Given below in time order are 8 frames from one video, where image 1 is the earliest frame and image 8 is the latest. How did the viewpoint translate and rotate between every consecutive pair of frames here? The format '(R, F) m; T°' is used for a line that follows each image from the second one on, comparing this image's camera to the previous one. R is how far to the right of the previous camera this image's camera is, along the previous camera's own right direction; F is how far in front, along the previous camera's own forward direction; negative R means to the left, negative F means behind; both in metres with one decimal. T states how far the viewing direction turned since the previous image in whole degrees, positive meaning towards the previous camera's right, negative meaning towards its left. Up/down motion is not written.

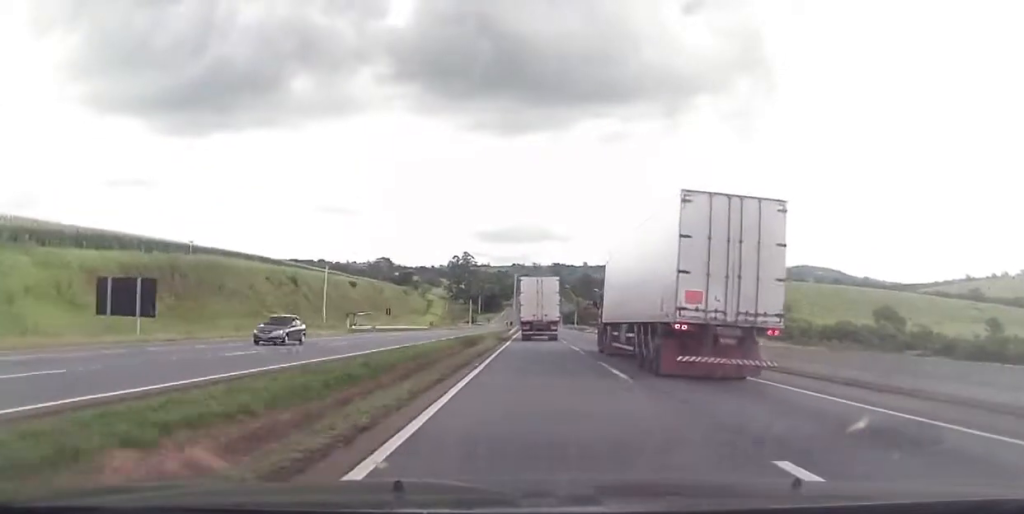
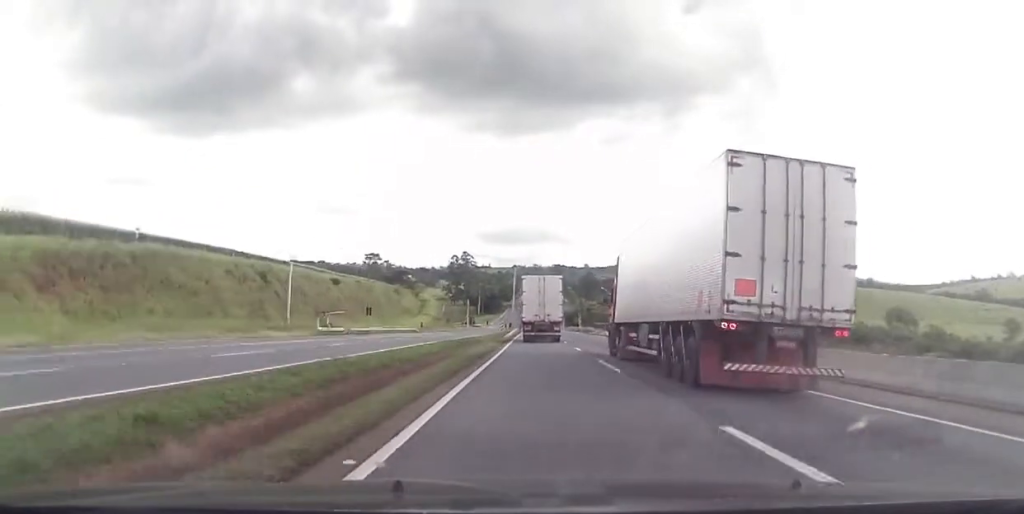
(+0.1, +13.4) m; 0°
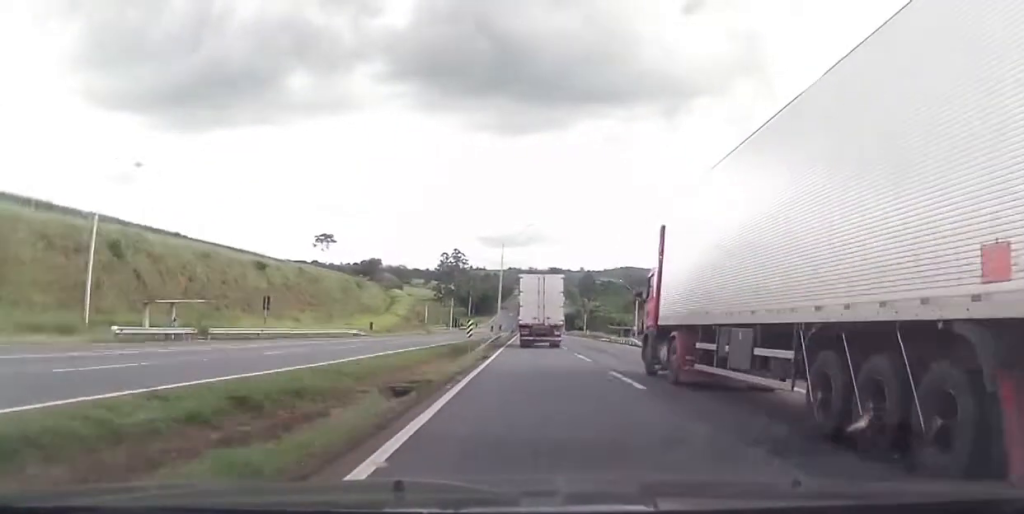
(-0.4, +34.8) m; 0°
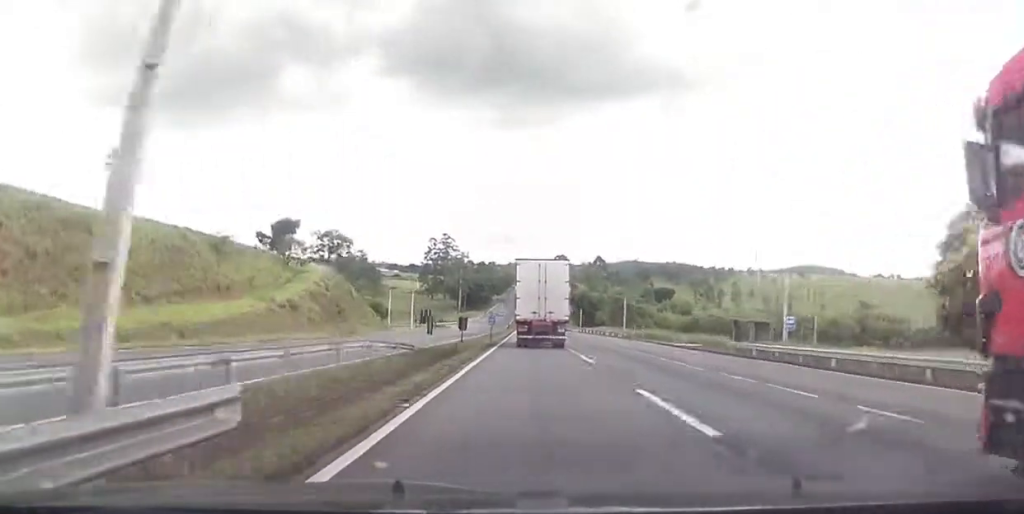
(+0.5, +64.3) m; 0°
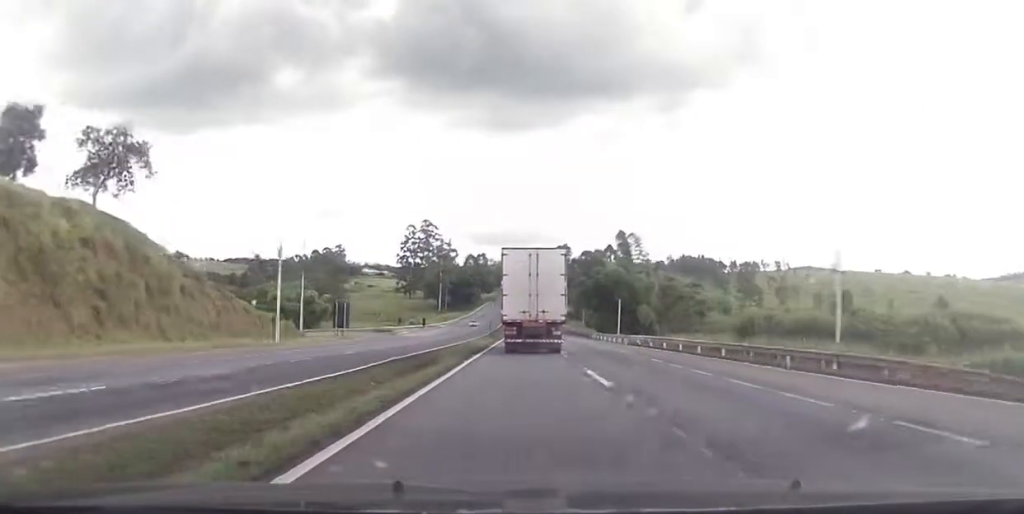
(+0.1, +67.0) m; +1°
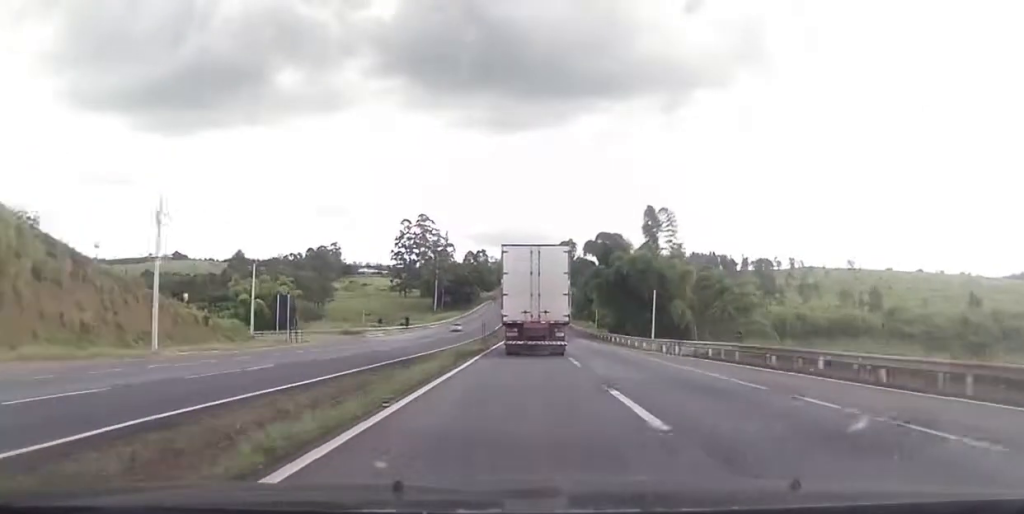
(+0.2, +21.2) m; 0°
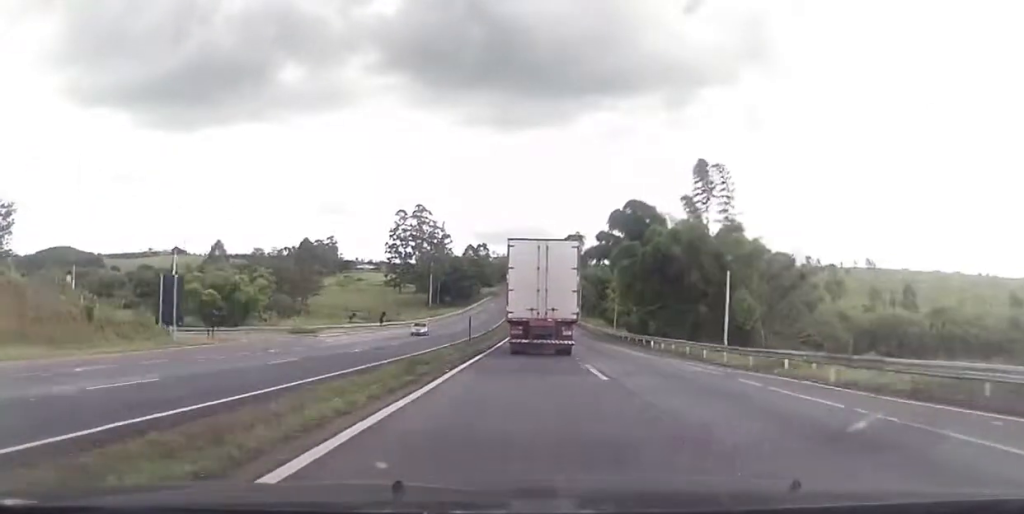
(-0.2, +22.0) m; 0°
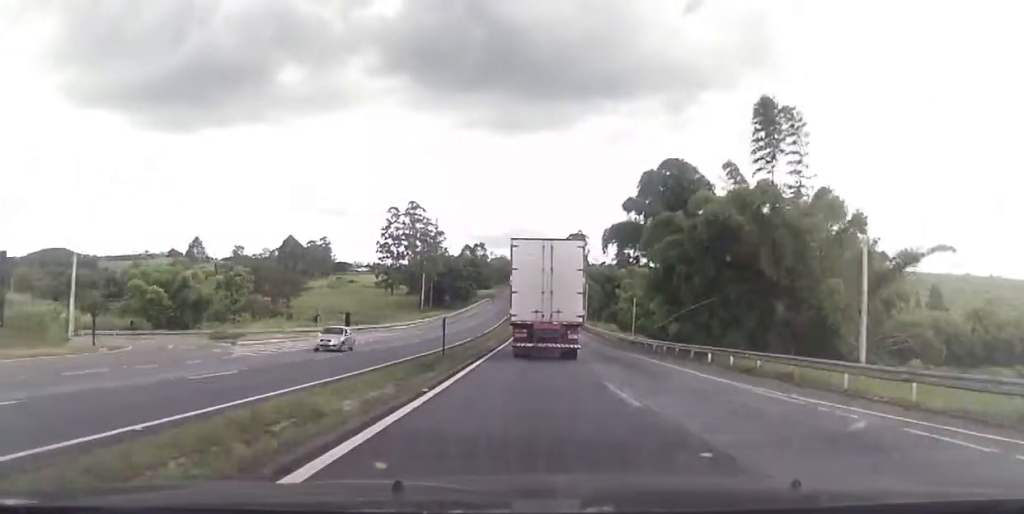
(-0.1, +16.9) m; 0°
